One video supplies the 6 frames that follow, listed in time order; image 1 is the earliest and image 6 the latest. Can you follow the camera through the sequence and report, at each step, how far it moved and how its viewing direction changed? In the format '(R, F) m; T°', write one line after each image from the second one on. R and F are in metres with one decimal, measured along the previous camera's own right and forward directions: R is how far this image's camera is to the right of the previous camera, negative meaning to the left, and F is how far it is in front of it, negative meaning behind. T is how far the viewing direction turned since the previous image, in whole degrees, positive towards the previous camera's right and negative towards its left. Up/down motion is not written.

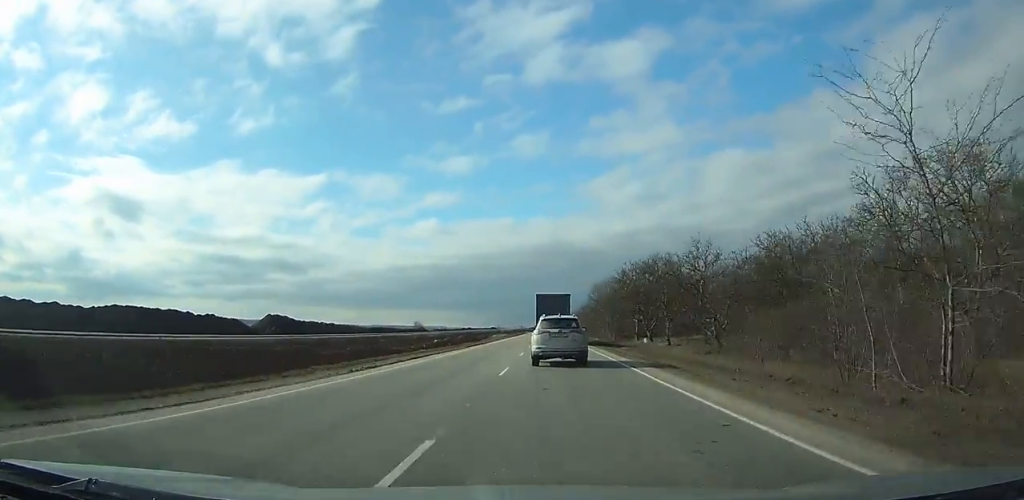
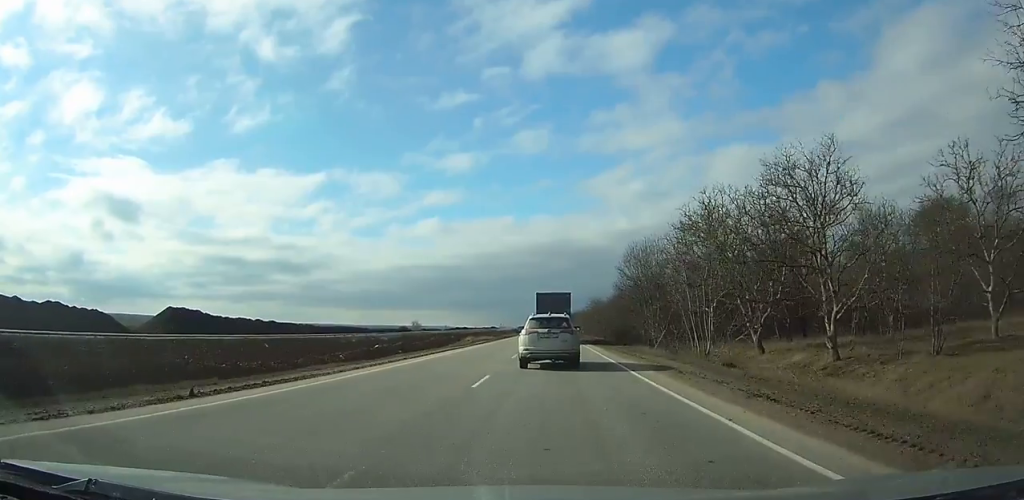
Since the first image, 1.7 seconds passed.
(+0.2, +38.6) m; 0°
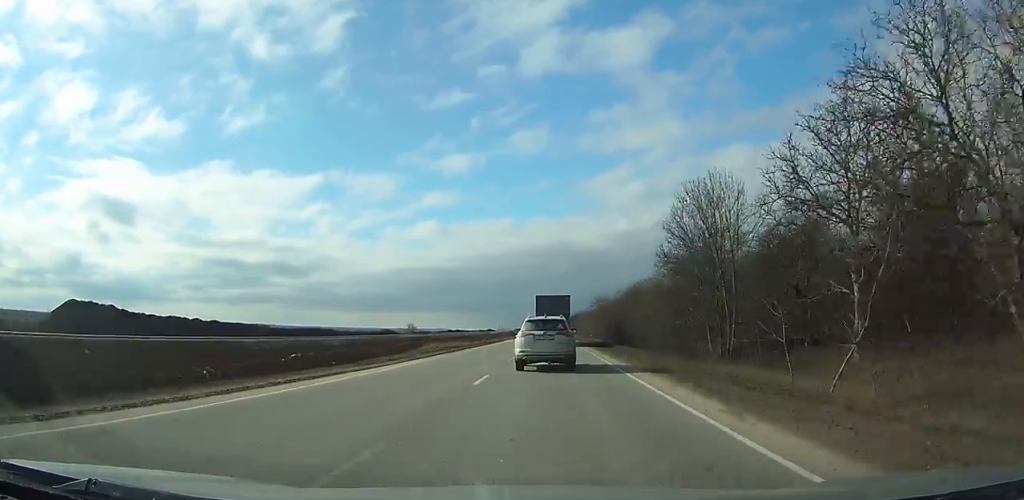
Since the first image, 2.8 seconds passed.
(0.0, +23.3) m; 0°
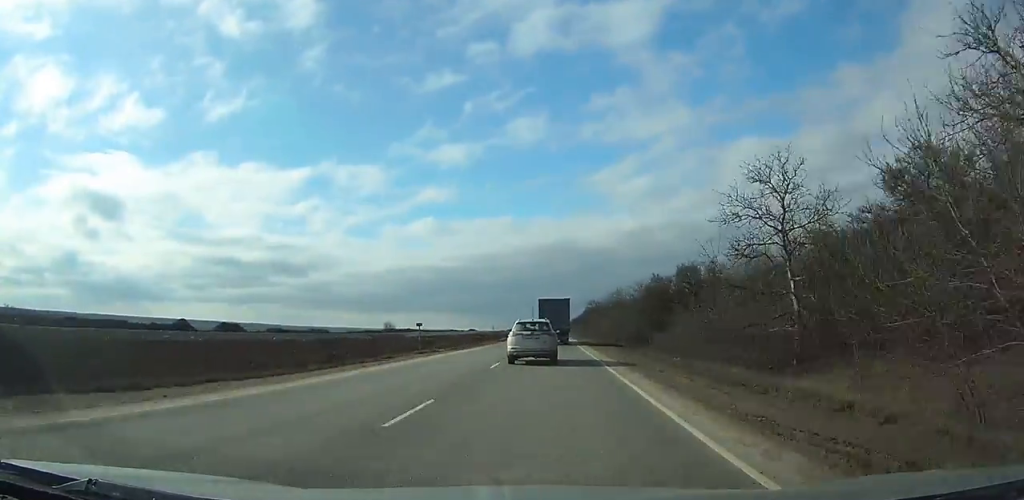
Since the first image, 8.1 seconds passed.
(-0.3, +114.9) m; 0°
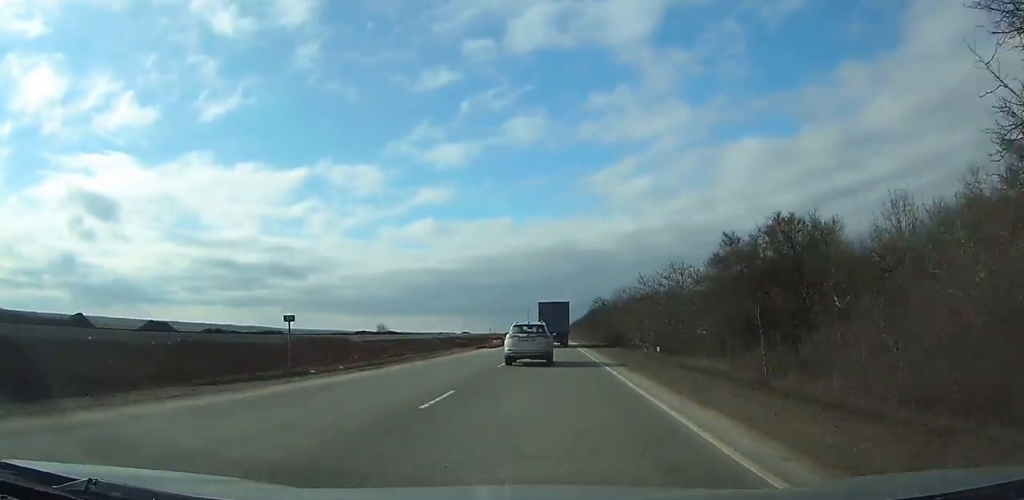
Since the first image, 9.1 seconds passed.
(0.0, +22.2) m; 0°
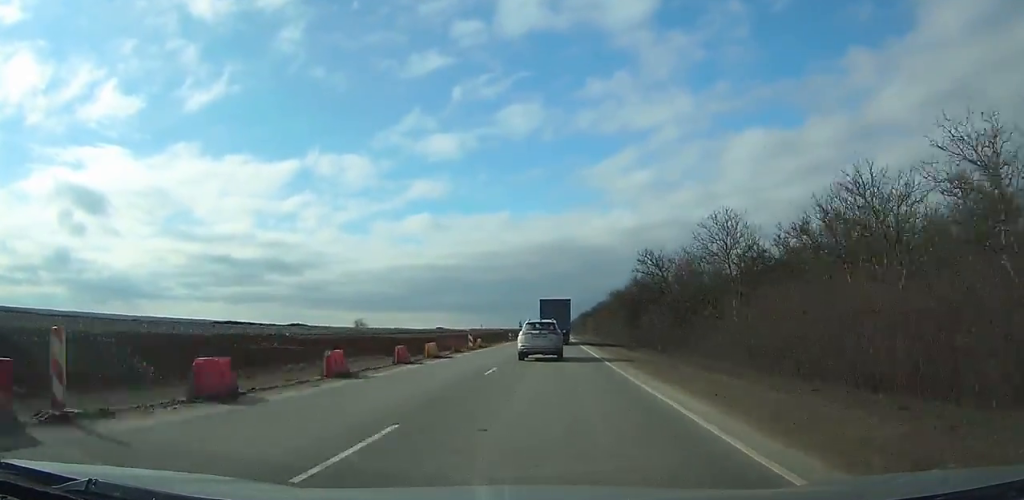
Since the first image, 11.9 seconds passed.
(+0.2, +65.1) m; 0°
